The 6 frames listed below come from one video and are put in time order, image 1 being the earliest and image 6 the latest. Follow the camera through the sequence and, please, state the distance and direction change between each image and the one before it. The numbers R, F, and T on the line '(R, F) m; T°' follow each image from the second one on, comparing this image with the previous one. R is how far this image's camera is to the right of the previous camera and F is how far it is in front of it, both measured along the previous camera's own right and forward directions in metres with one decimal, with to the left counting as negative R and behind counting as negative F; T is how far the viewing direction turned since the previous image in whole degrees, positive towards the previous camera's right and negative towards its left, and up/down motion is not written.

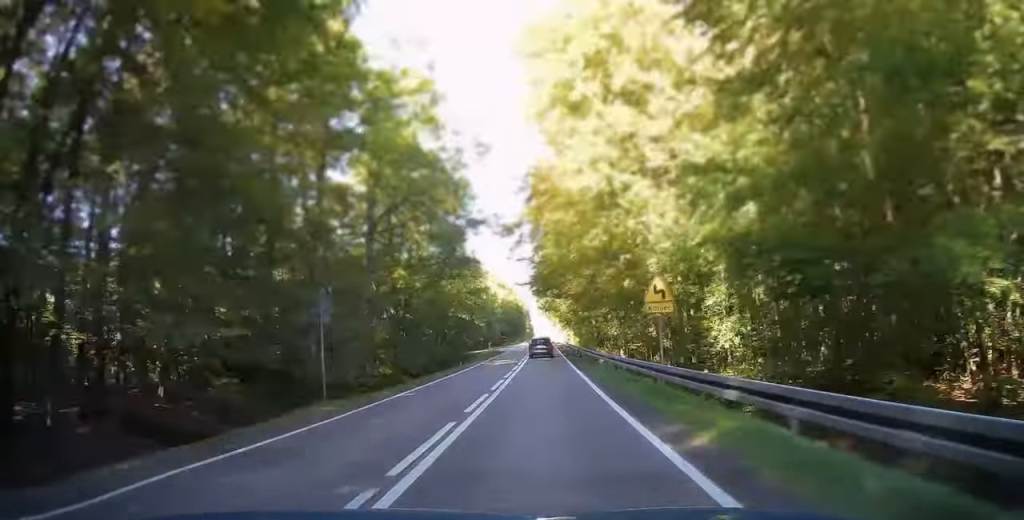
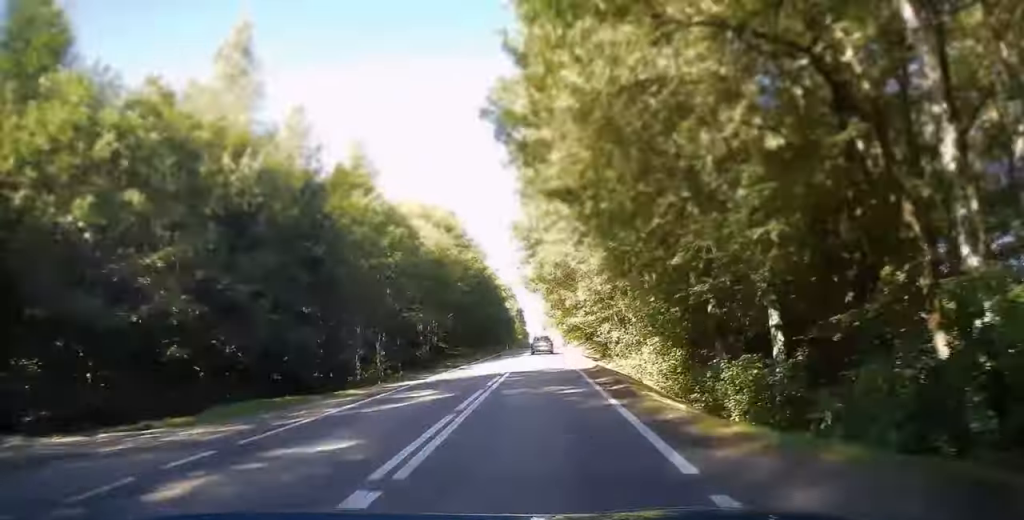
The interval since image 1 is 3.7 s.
(-0.1, +82.0) m; 0°
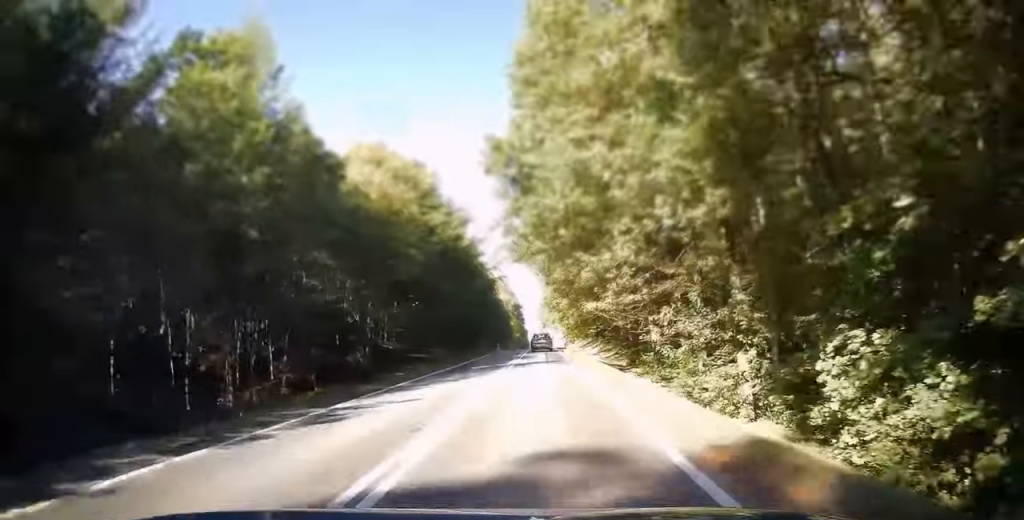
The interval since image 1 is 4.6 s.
(+0.2, +19.3) m; 0°
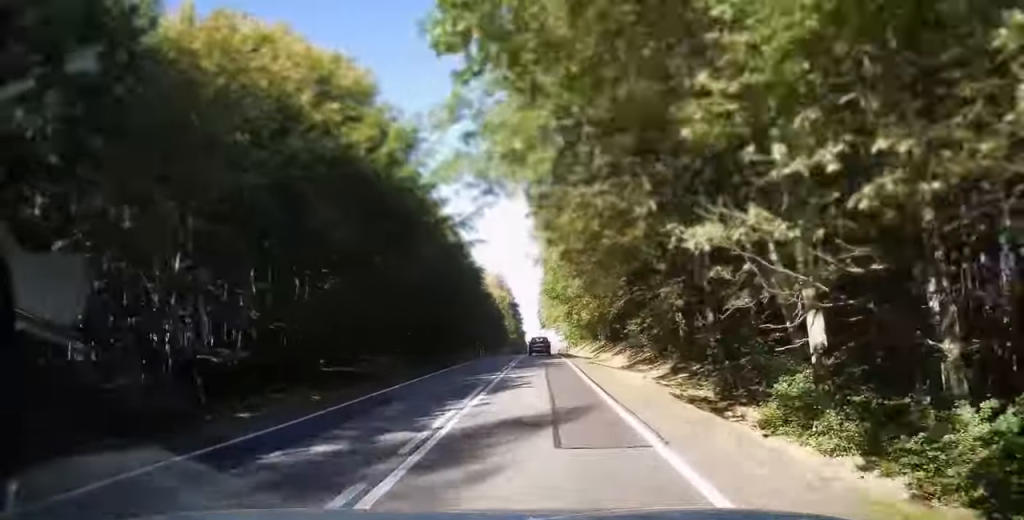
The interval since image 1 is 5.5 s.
(-0.1, +20.7) m; 0°
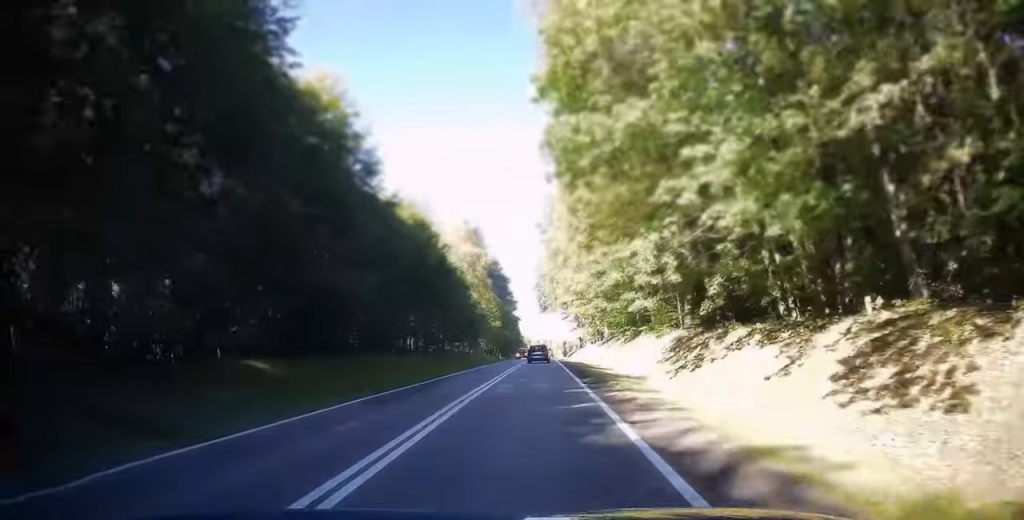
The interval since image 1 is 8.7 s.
(-0.4, +69.4) m; 0°
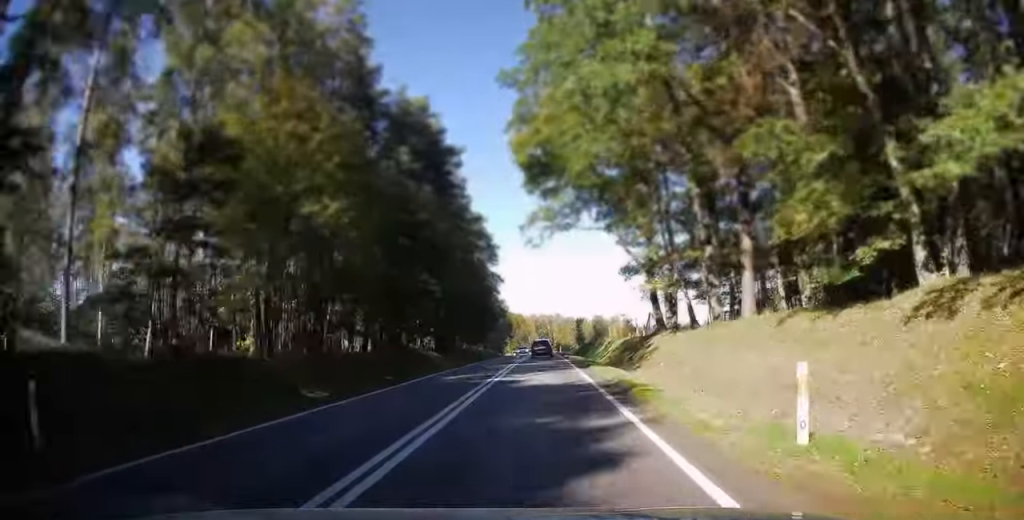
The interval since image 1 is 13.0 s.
(-0.8, +90.6) m; -1°
